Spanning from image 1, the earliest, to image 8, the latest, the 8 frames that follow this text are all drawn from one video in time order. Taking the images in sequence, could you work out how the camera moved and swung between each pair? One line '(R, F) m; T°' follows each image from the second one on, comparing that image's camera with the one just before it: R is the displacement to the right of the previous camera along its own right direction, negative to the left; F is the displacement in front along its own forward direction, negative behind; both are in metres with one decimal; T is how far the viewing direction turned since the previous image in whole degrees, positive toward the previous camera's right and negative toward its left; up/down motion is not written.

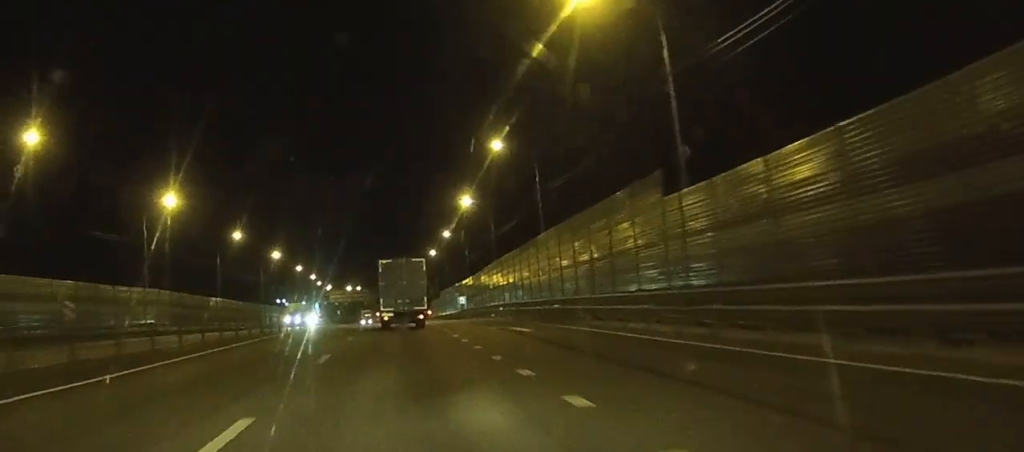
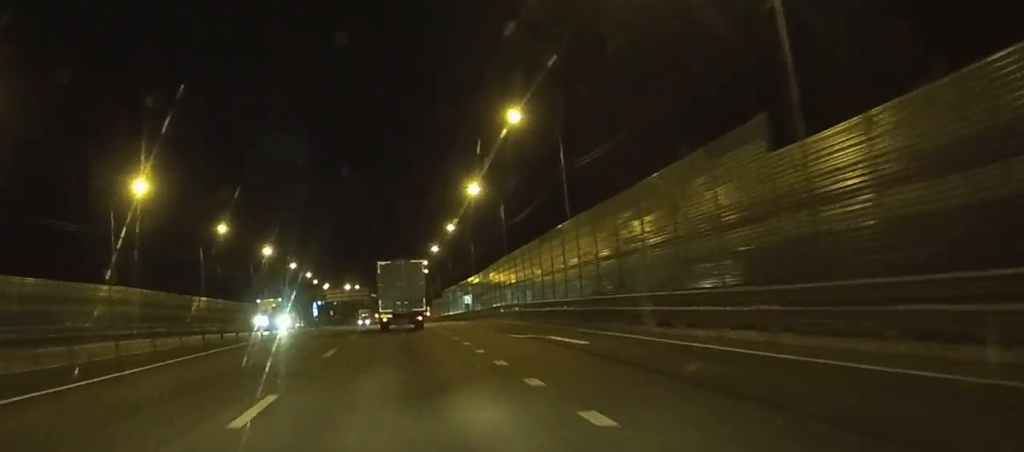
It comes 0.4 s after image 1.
(0.0, +9.3) m; 0°
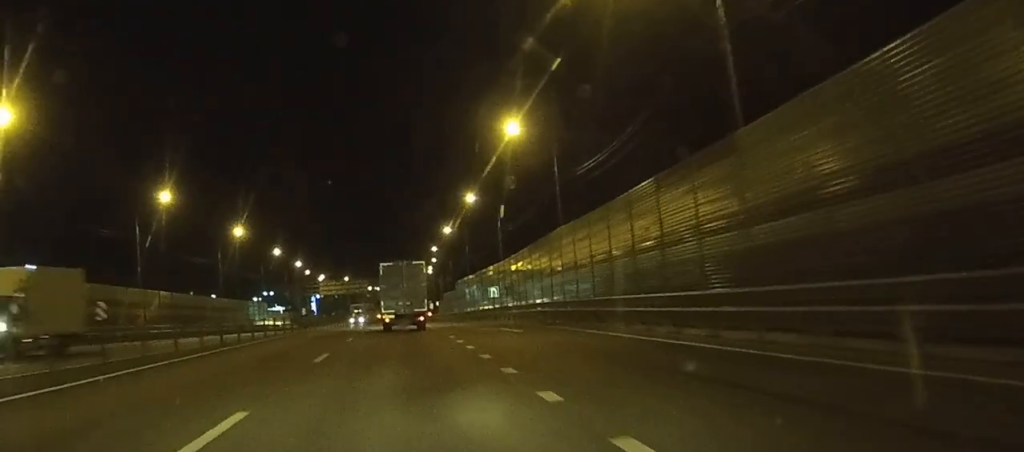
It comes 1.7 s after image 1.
(0.0, +26.2) m; 0°
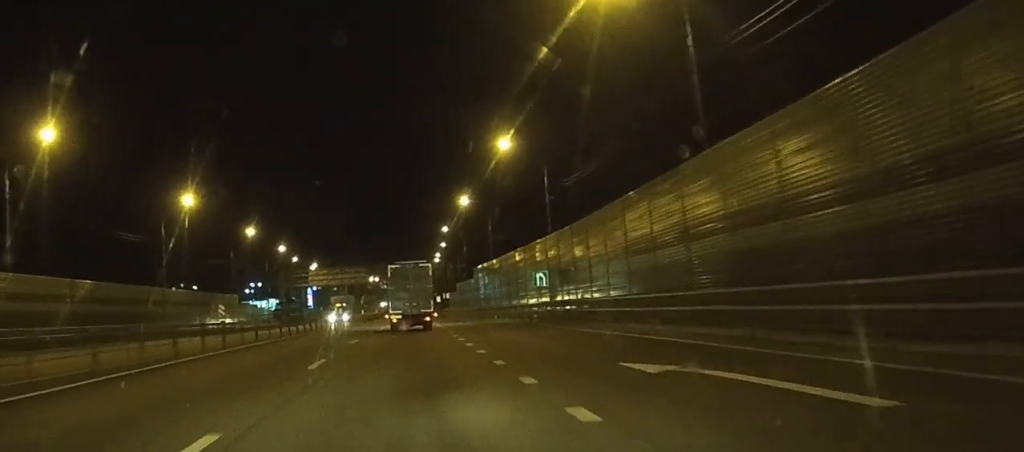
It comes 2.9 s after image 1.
(-0.2, +26.3) m; -1°
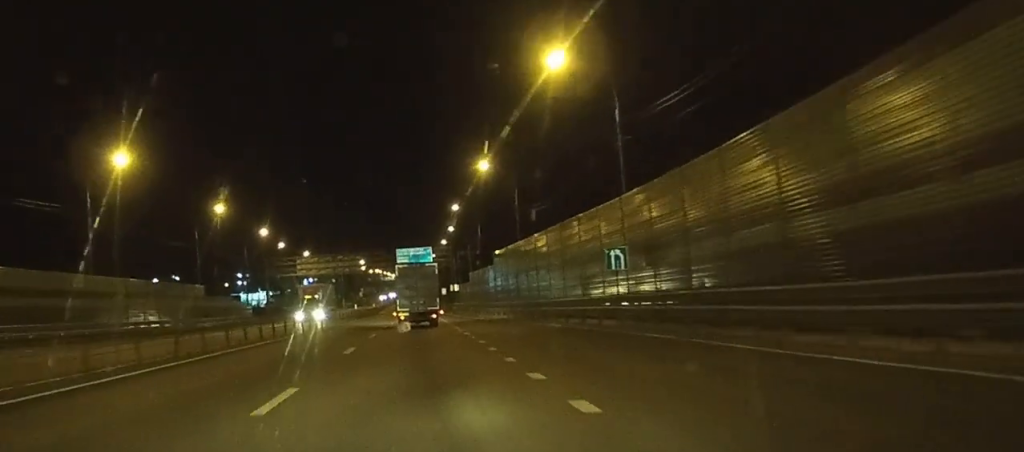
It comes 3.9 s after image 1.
(0.0, +19.6) m; 0°
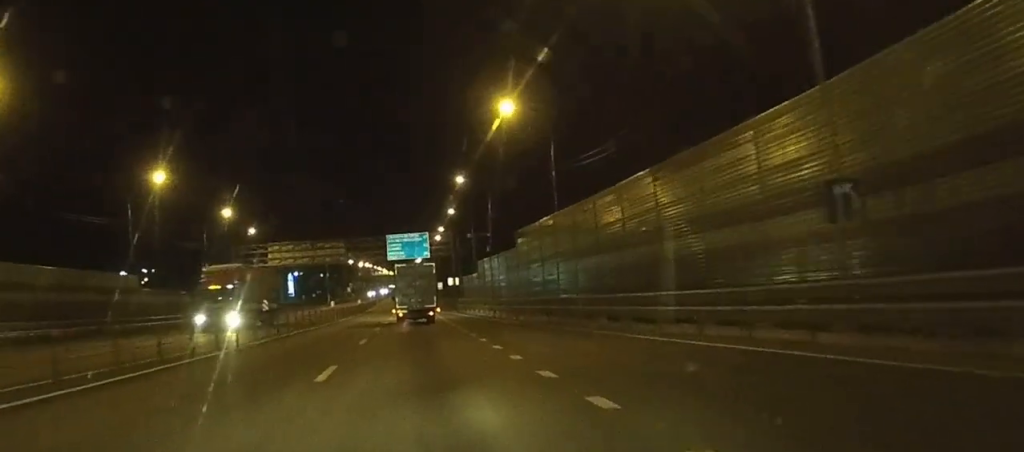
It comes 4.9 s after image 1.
(0.0, +19.9) m; 0°
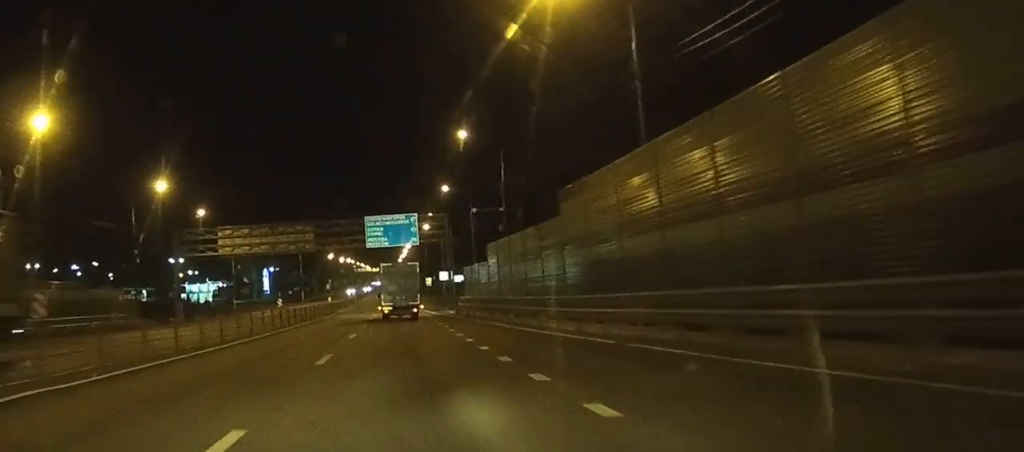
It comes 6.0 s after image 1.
(+0.1, +20.9) m; 0°
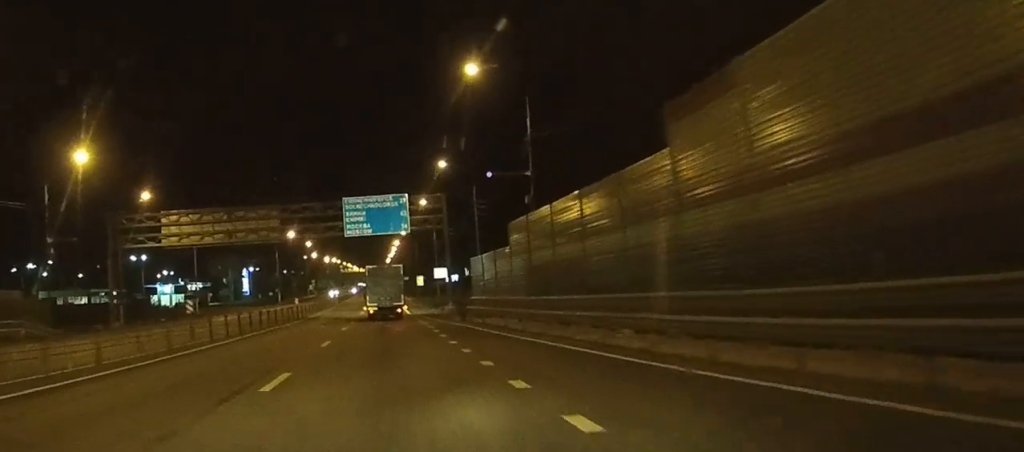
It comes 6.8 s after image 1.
(0.0, +16.7) m; 0°
